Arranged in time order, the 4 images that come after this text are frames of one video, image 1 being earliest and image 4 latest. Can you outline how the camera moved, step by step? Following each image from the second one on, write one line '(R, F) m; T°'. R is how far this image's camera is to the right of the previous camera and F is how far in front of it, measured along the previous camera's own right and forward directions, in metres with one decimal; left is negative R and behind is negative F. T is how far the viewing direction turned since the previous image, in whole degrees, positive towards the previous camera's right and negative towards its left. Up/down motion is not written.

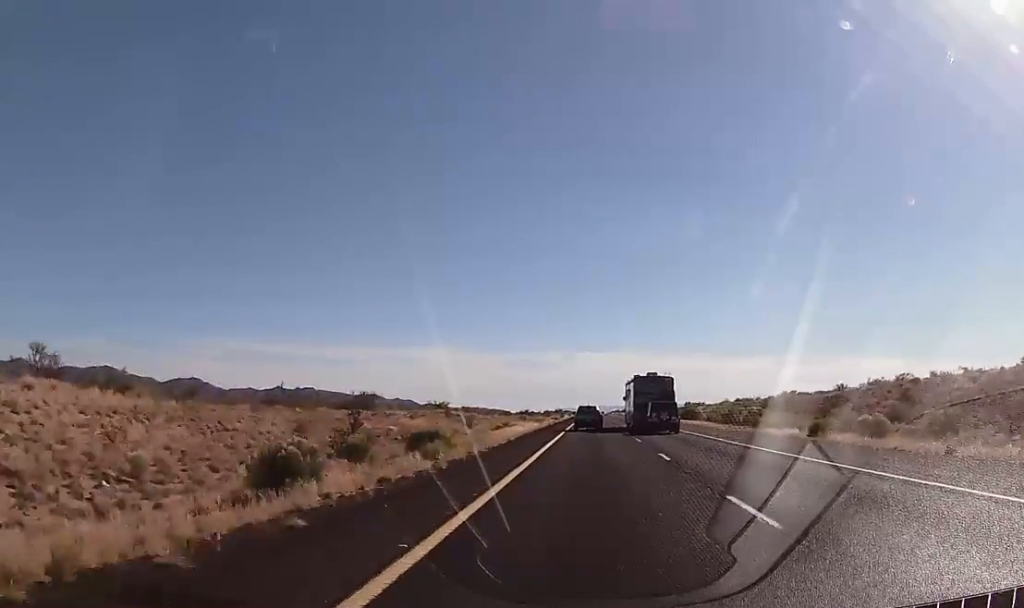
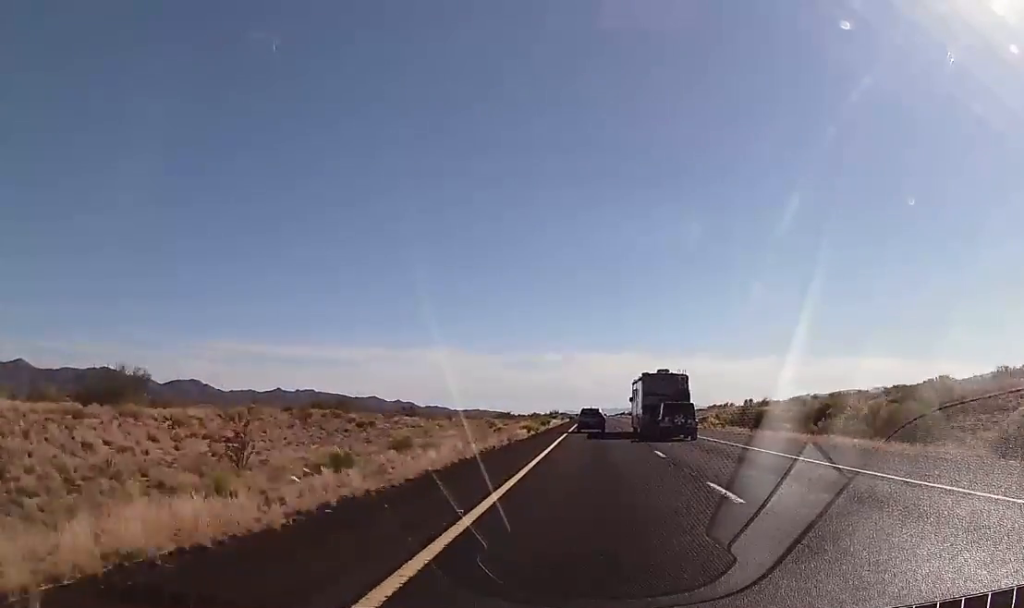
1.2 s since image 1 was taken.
(-0.4, +45.6) m; 0°
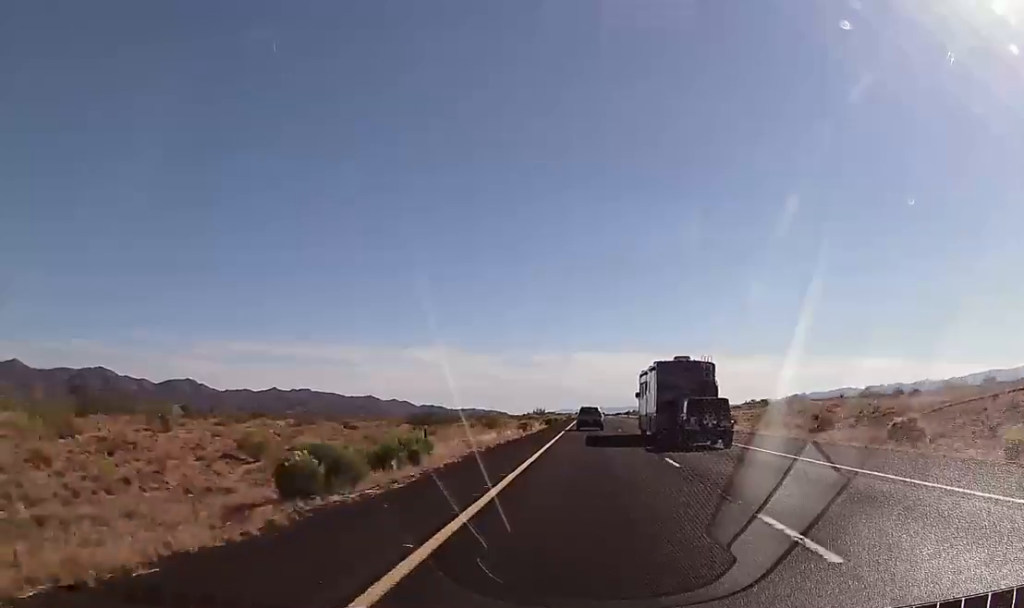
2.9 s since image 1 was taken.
(+0.2, +63.3) m; +1°
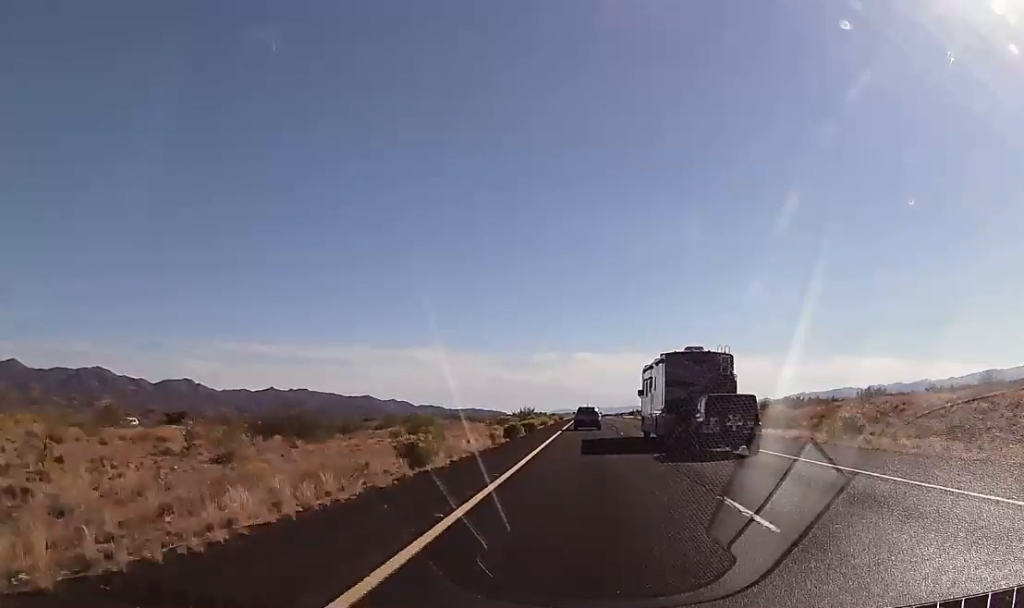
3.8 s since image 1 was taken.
(+0.3, +34.2) m; 0°
